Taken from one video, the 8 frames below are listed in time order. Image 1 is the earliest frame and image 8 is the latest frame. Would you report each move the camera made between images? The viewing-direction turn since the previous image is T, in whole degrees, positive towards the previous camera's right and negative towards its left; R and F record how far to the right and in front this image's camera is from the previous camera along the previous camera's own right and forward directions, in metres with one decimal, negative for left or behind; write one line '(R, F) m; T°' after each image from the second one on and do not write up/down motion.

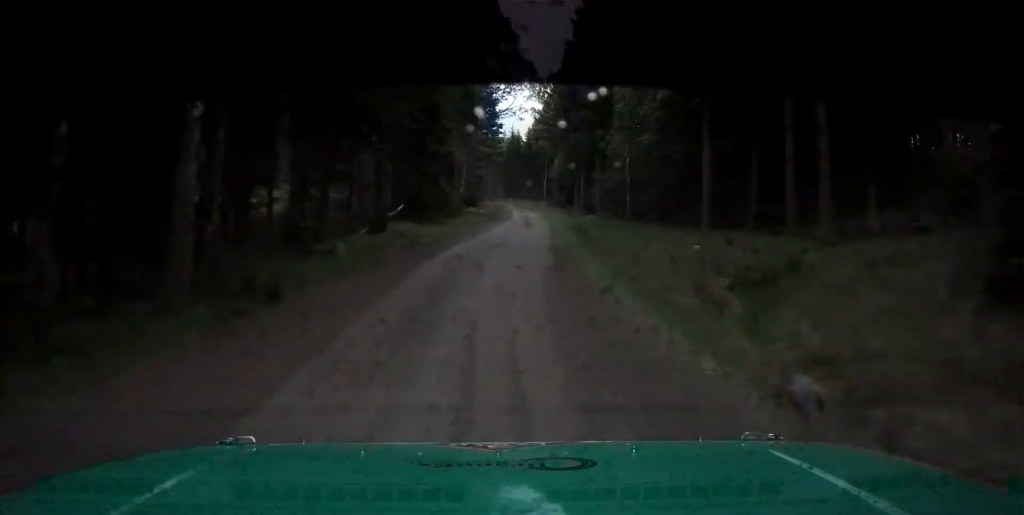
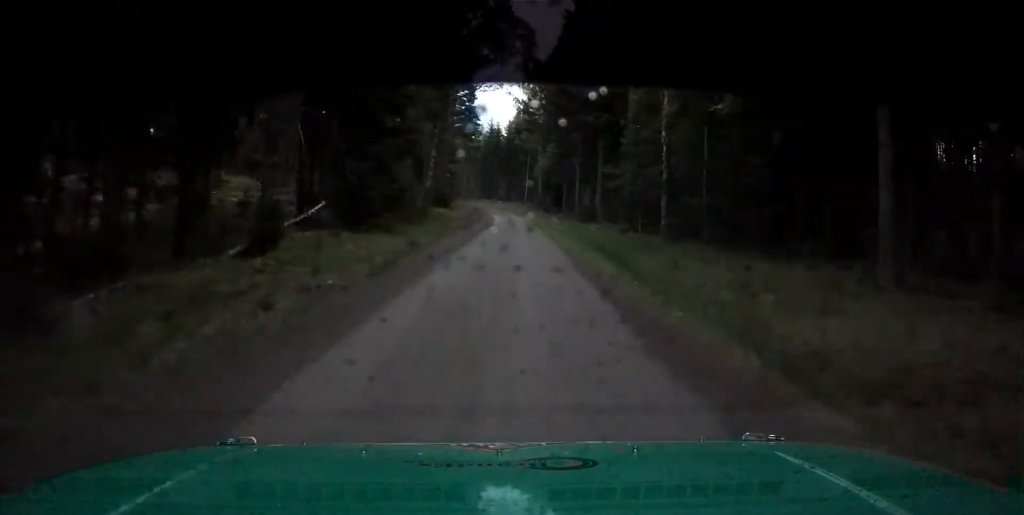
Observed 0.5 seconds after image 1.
(+0.5, +16.6) m; +3°
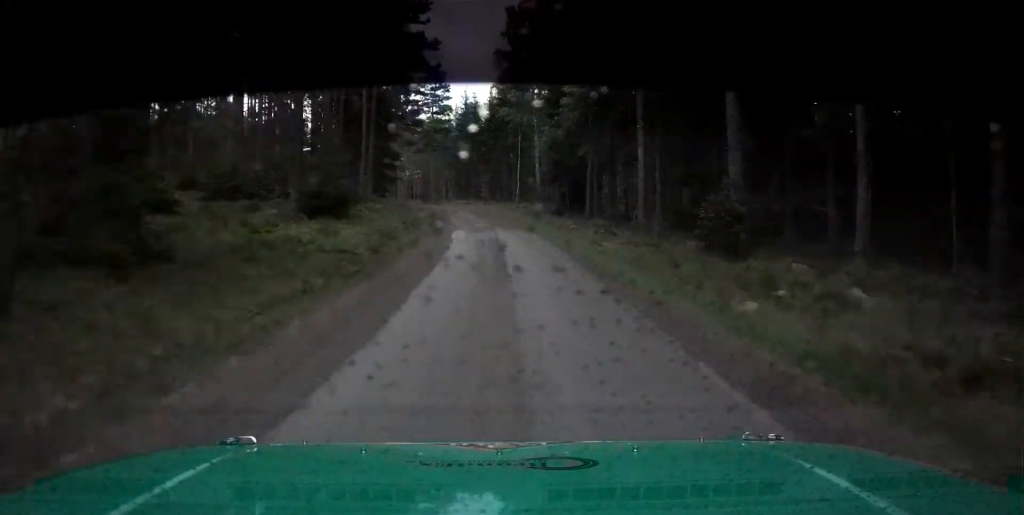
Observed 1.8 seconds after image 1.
(+1.5, +39.8) m; +1°
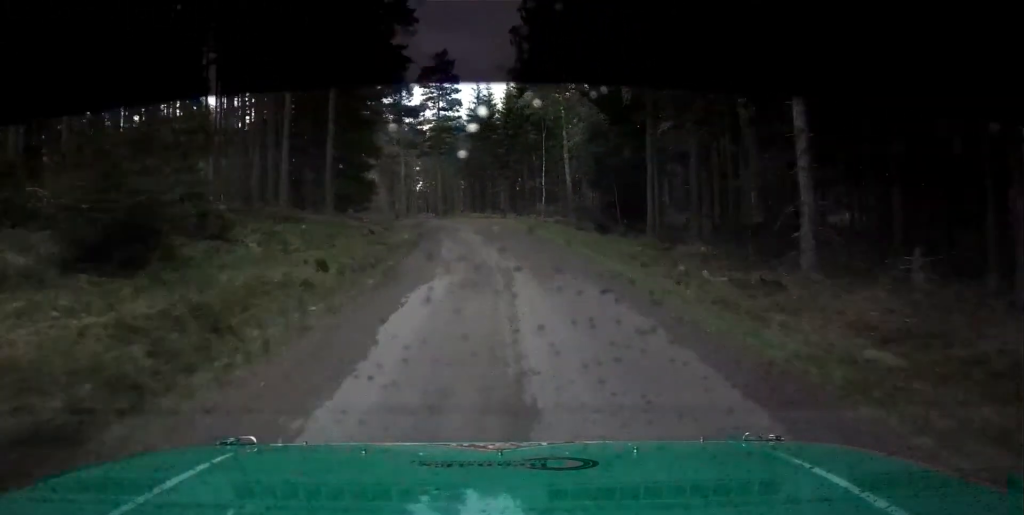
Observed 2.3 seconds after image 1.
(+0.6, +17.0) m; -2°
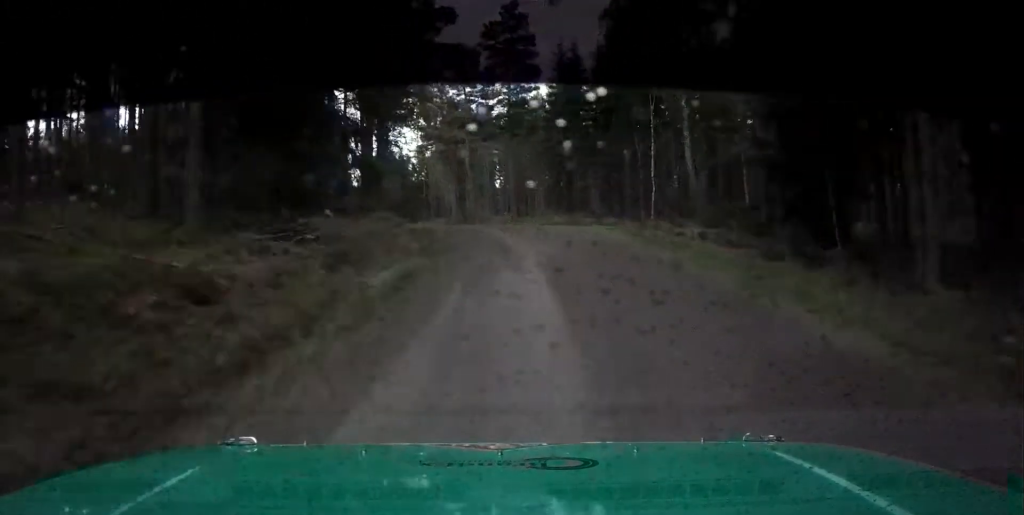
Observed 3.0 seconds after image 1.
(-1.2, +20.6) m; -4°
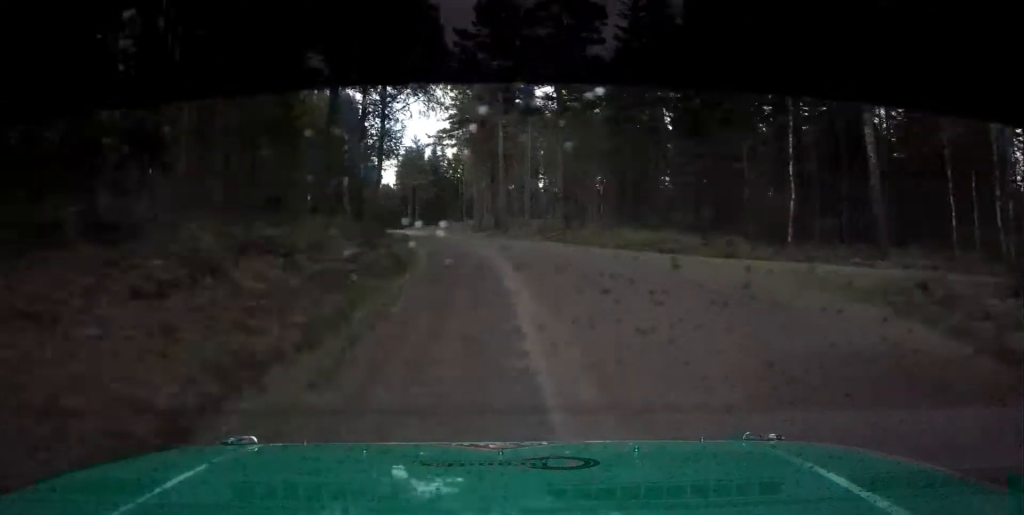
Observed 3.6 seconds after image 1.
(-0.7, +20.9) m; -4°
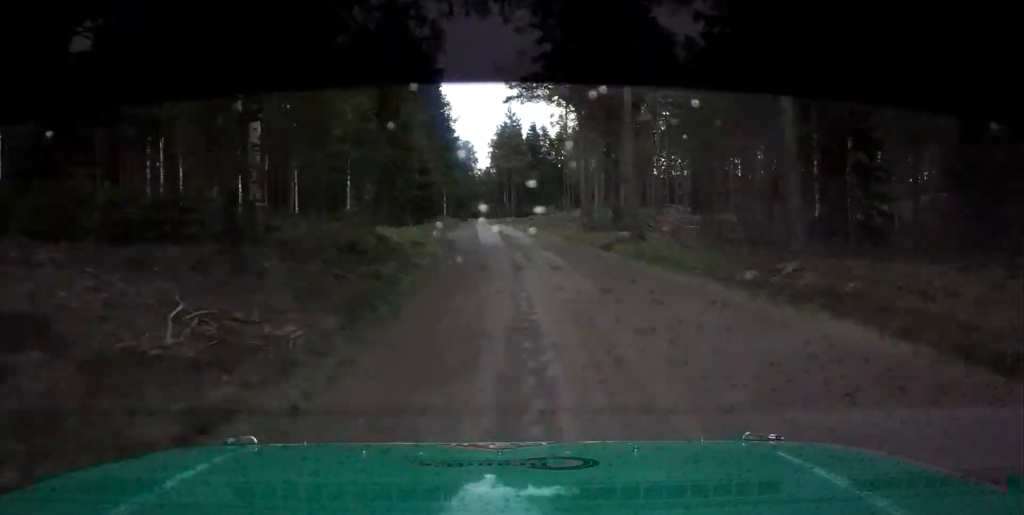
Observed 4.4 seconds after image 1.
(-0.9, +25.9) m; -4°
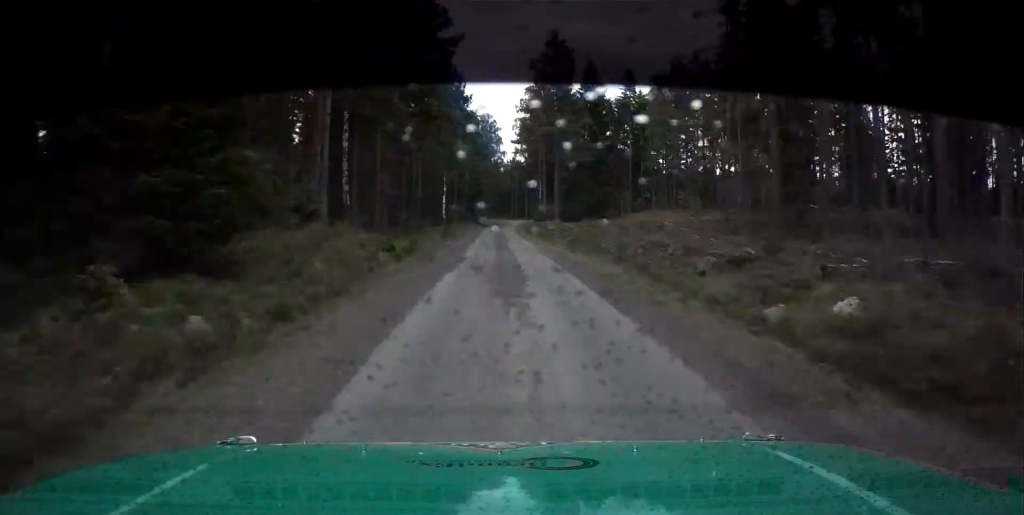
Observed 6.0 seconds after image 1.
(-3.1, +58.7) m; -4°
